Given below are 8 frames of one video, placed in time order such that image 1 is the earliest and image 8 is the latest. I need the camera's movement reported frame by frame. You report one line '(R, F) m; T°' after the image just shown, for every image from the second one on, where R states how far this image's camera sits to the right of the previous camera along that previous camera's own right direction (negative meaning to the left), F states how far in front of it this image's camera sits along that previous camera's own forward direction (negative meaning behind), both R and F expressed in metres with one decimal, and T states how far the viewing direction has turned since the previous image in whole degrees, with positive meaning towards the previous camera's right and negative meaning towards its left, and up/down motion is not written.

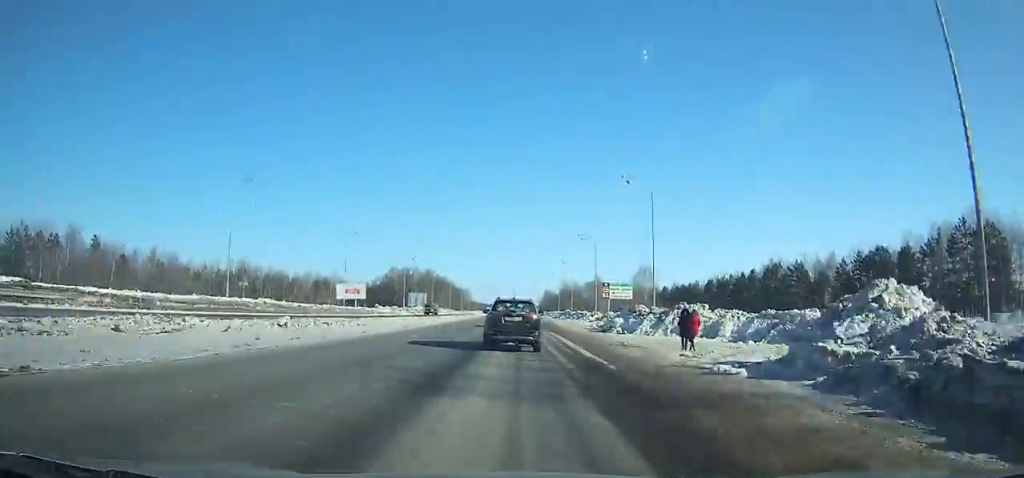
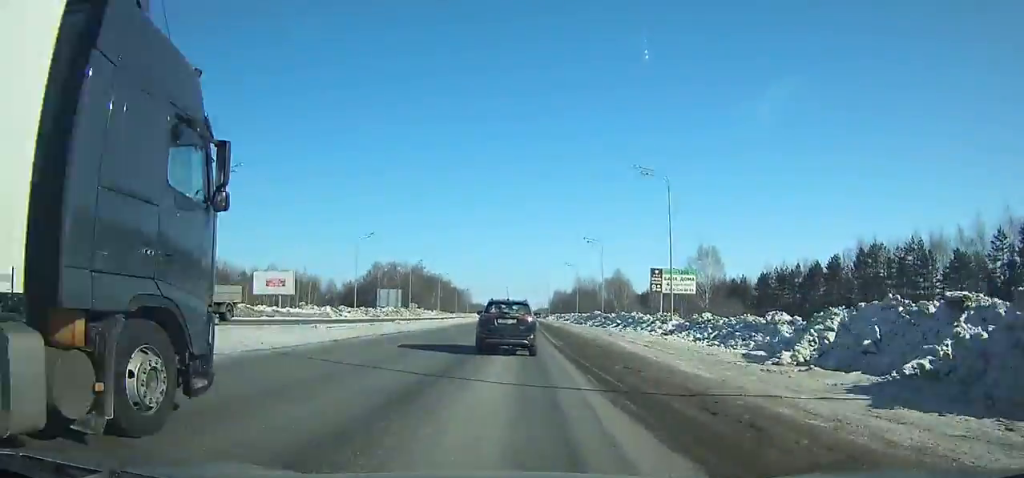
(0.0, +41.8) m; 0°
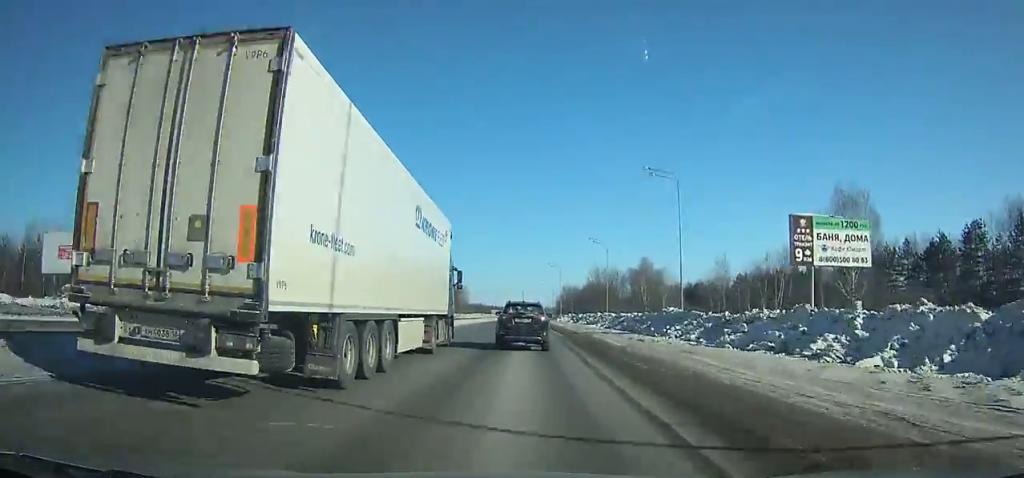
(-0.2, +41.6) m; 0°
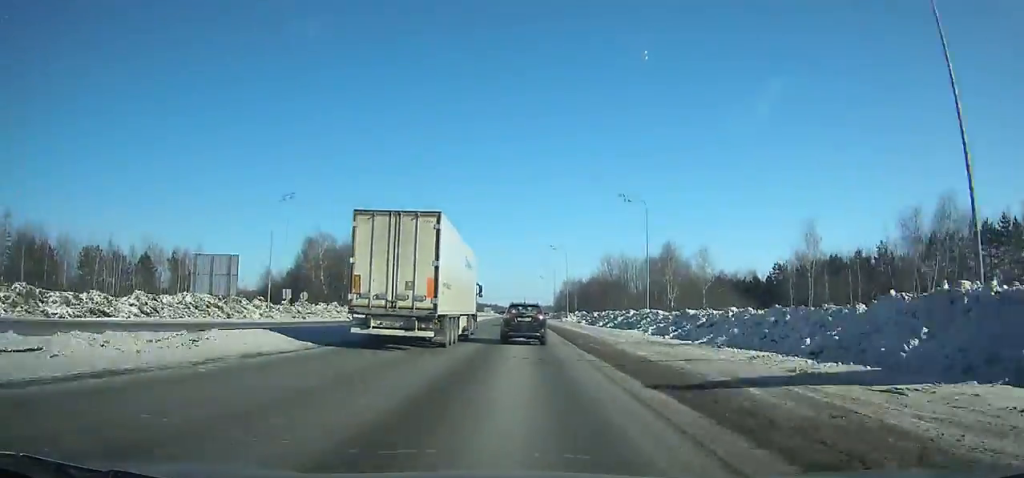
(0.0, +30.8) m; 0°
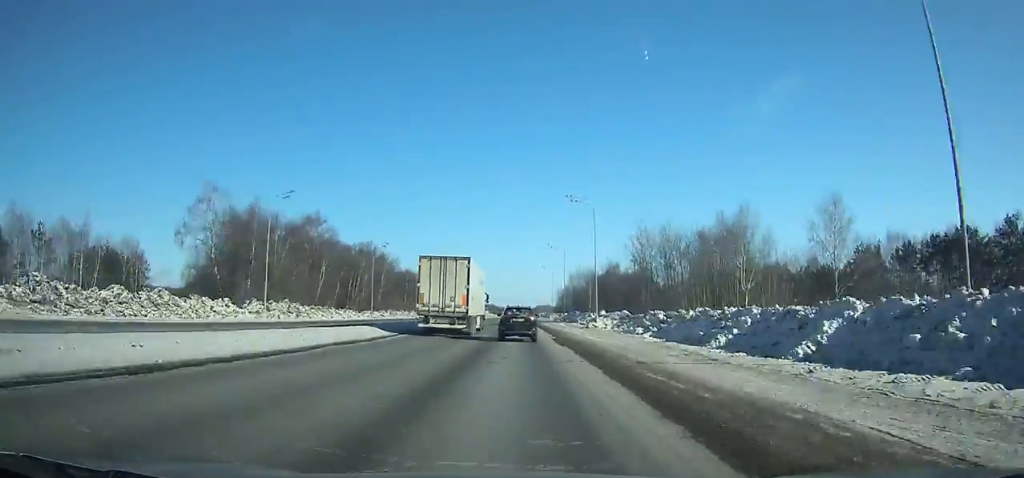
(+0.1, +40.8) m; 0°
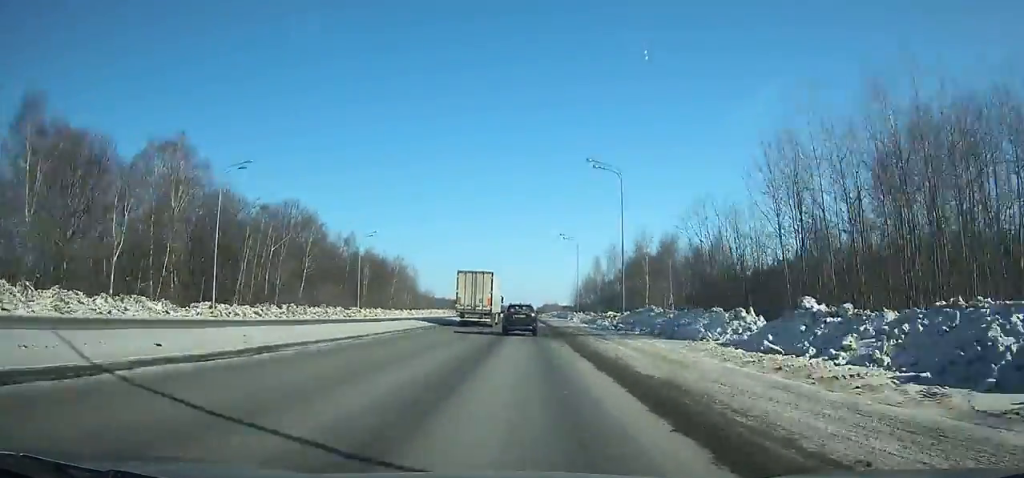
(+0.2, +50.3) m; 0°
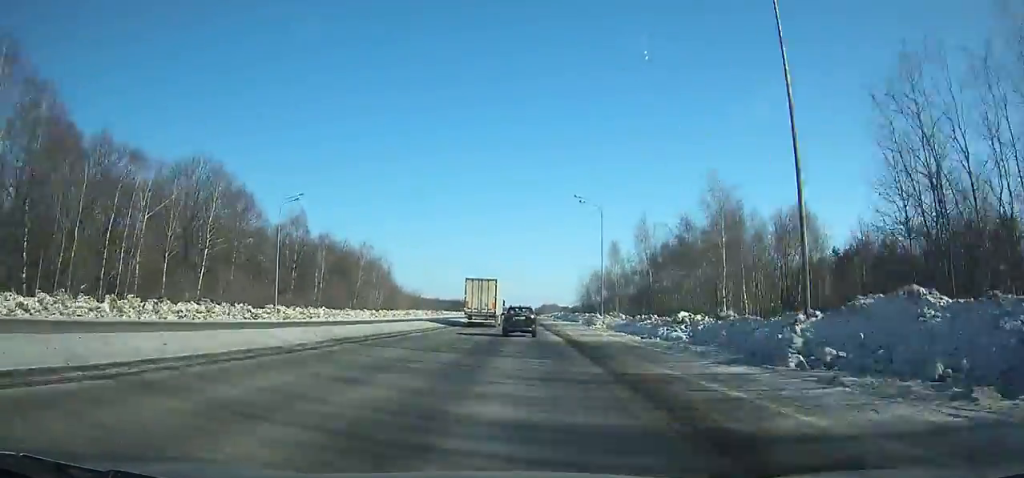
(0.0, +27.2) m; 0°
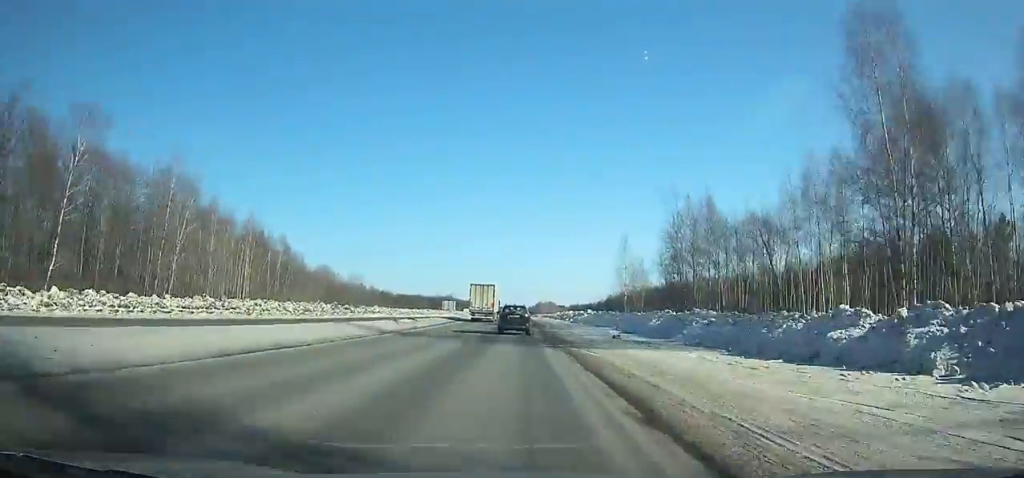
(+0.3, +75.2) m; 0°
